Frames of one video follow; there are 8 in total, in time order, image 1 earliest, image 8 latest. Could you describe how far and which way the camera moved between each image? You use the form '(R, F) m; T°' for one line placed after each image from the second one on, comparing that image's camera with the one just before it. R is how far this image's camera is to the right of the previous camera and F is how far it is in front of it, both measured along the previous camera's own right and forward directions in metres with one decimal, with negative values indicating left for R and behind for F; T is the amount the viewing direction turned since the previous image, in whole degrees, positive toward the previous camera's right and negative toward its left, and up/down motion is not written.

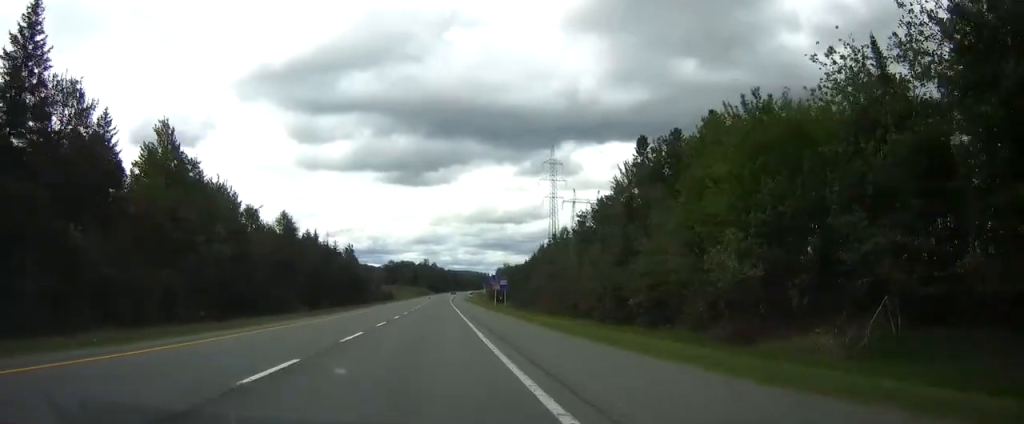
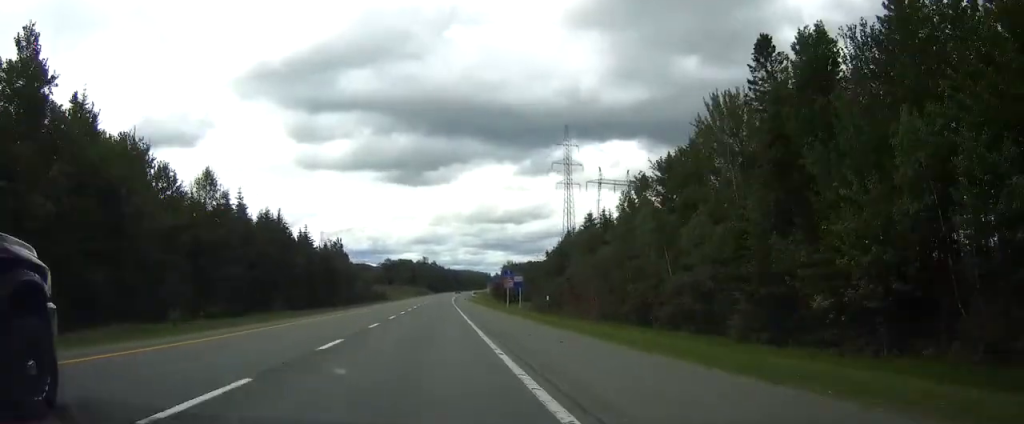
(0.0, +30.0) m; 0°
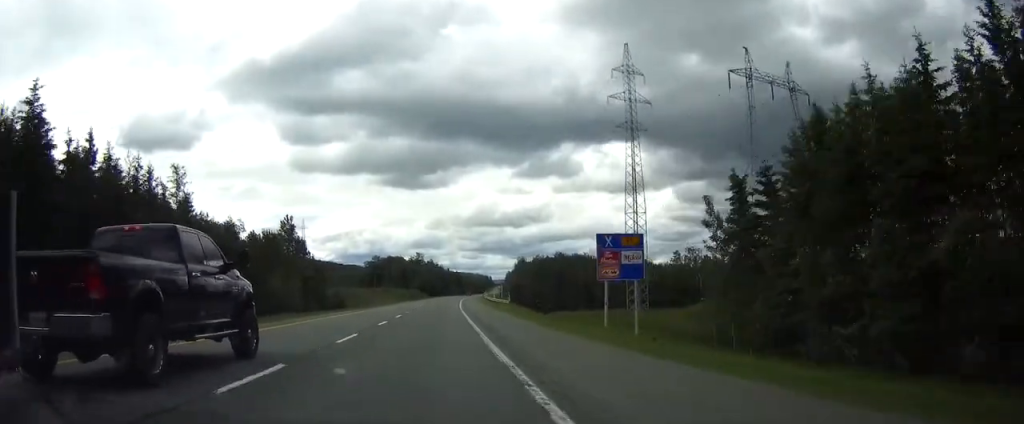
(+0.2, +78.0) m; 0°
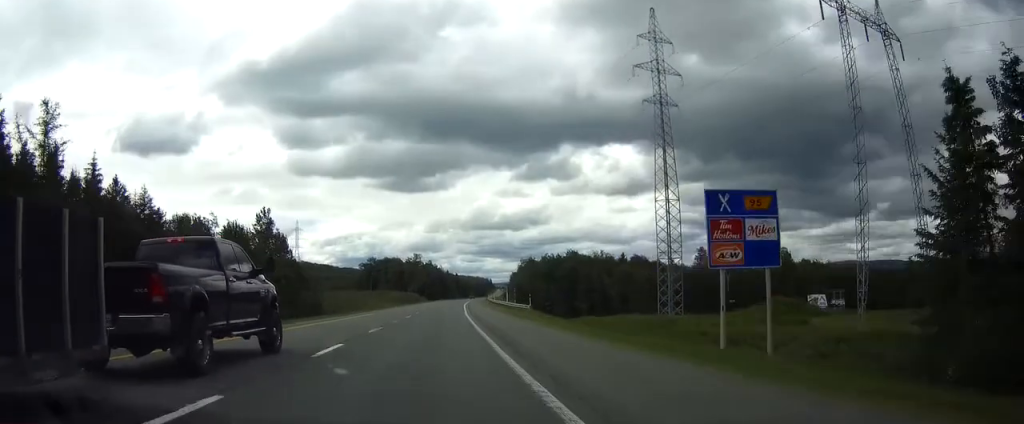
(0.0, +21.4) m; 0°
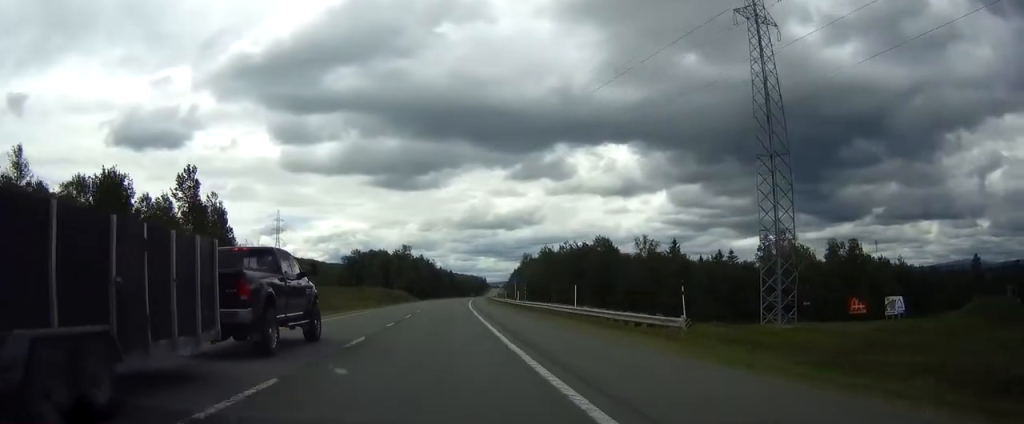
(-0.1, +42.9) m; 0°
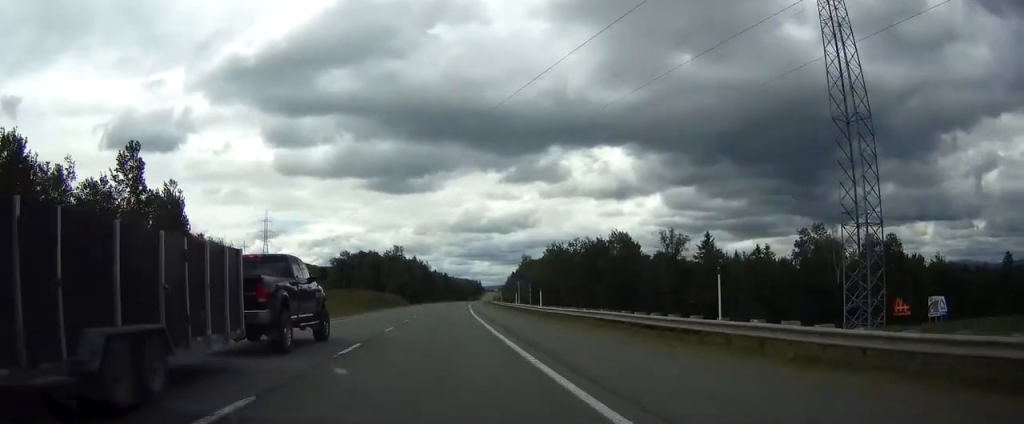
(+0.2, +19.3) m; +1°
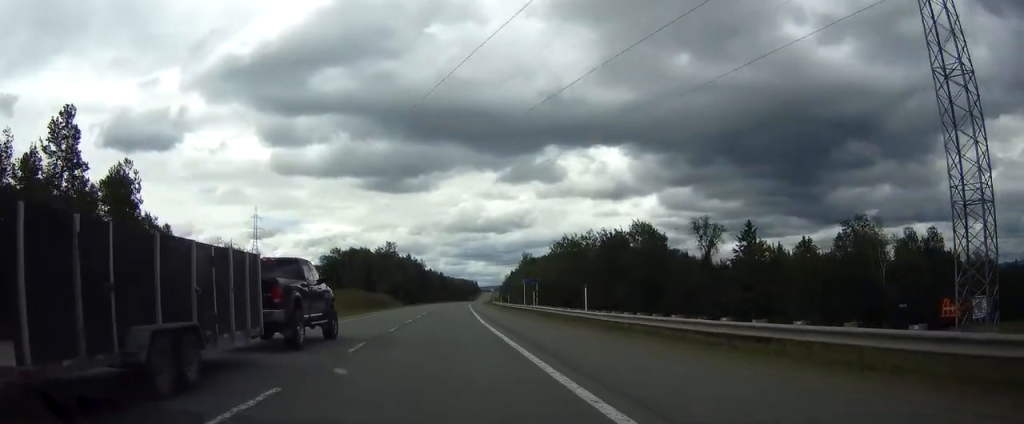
(+0.1, +17.2) m; 0°
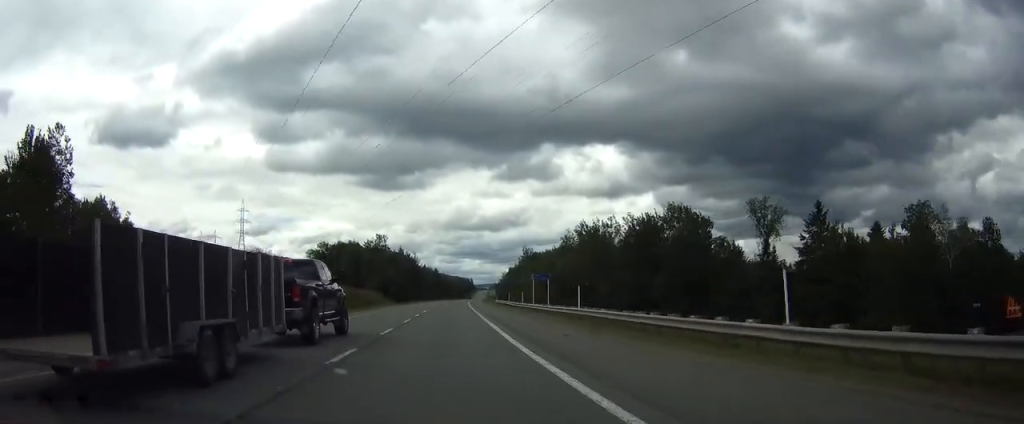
(+0.1, +20.4) m; 0°
